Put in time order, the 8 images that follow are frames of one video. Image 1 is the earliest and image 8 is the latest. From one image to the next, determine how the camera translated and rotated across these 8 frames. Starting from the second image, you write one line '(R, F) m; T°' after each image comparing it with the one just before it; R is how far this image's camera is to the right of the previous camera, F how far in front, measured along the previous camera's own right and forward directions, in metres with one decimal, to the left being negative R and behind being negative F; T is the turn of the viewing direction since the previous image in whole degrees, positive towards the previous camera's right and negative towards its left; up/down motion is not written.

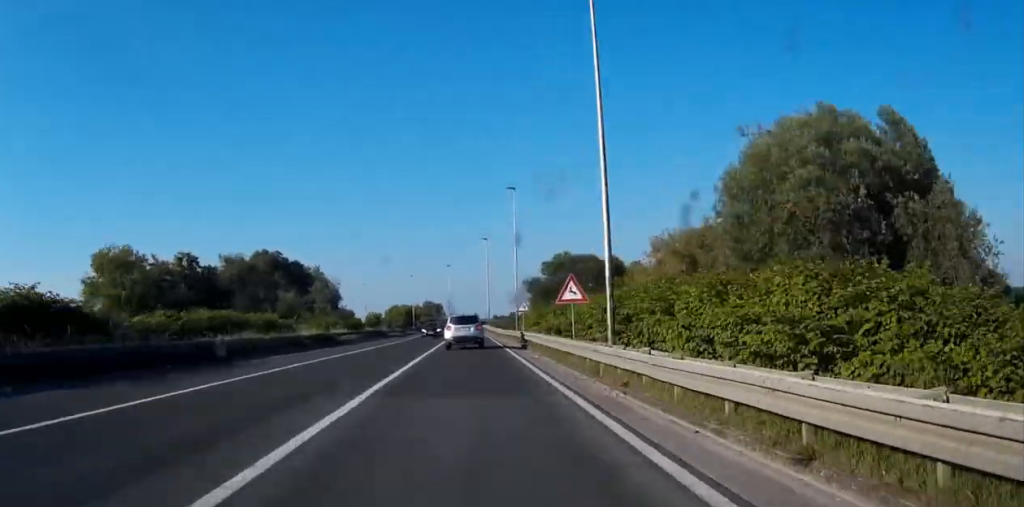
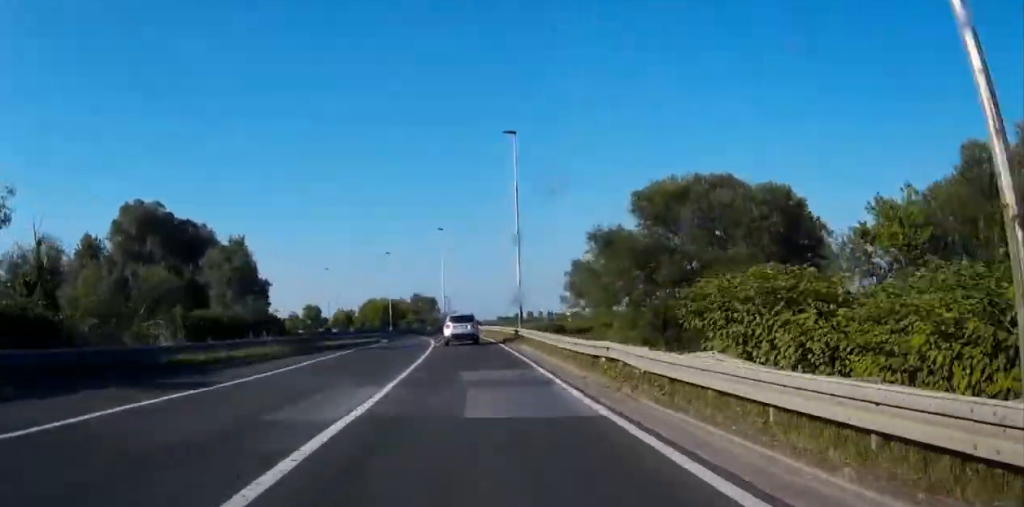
(-0.4, +60.1) m; -4°
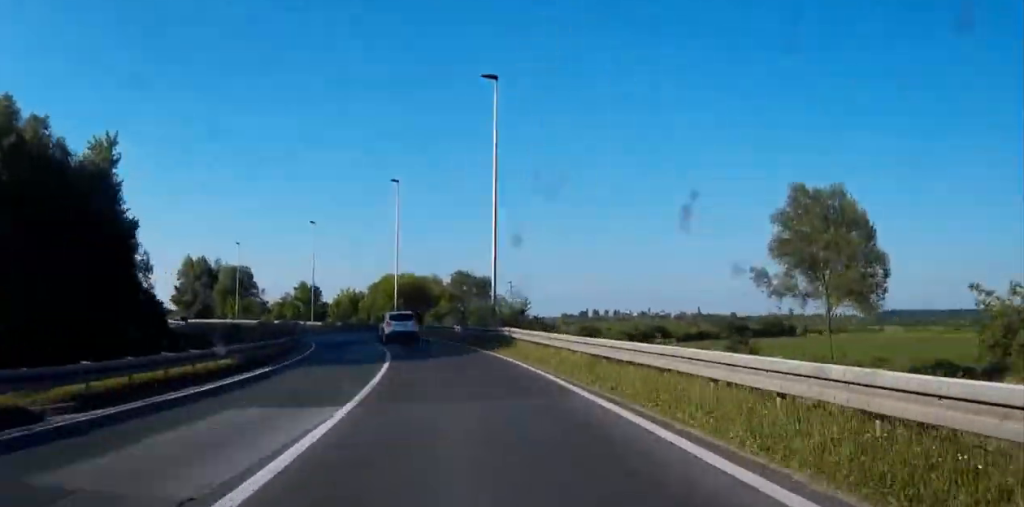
(-3.1, +55.9) m; -11°
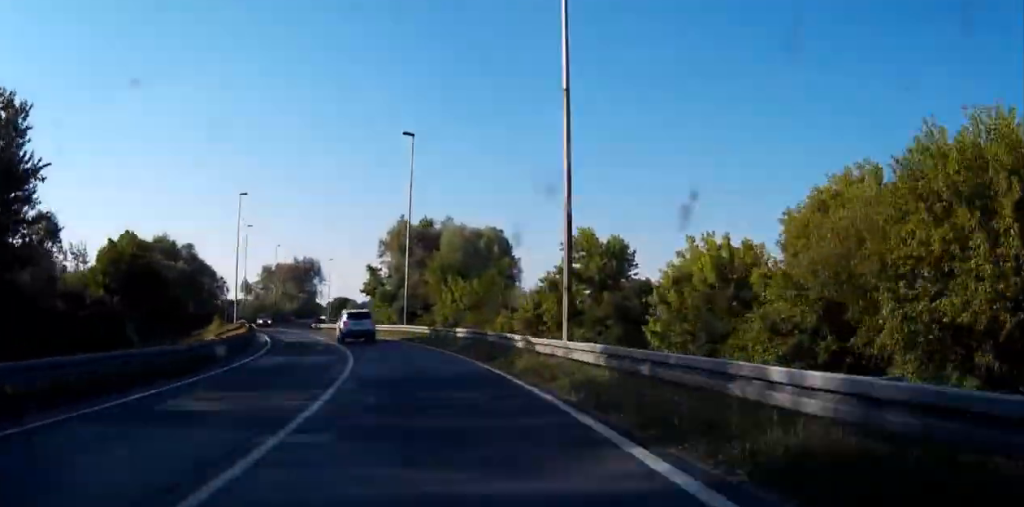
(-11.8, +66.7) m; -19°
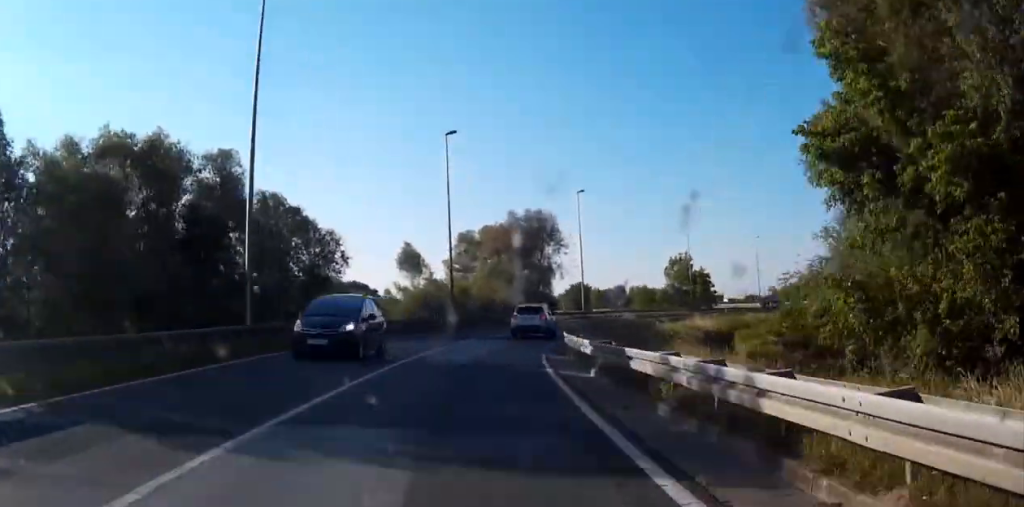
(-9.5, +68.9) m; -2°
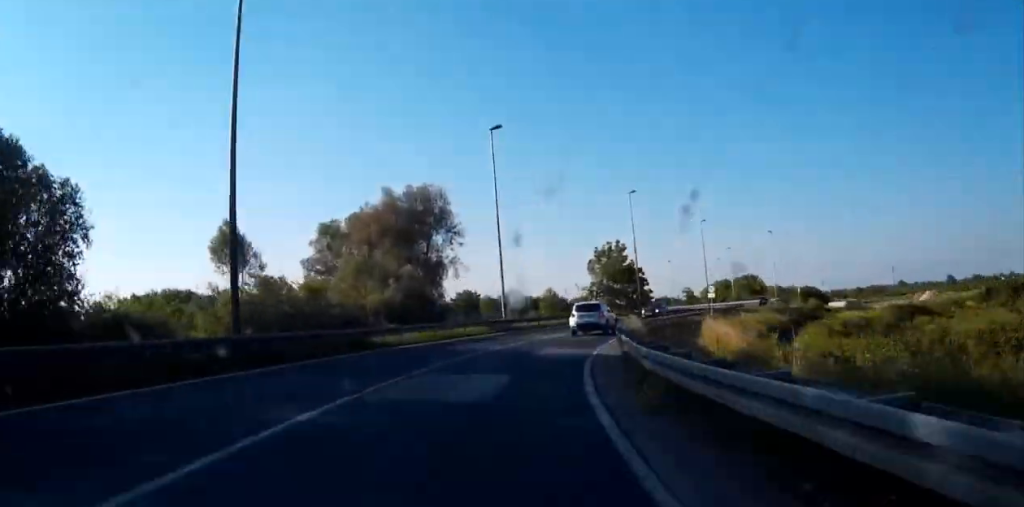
(+2.5, +24.4) m; +8°
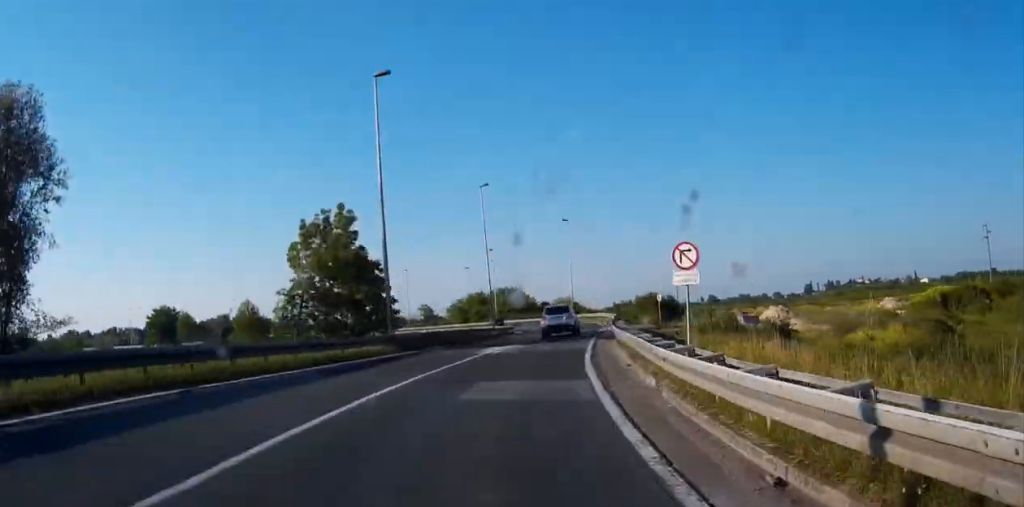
(+9.5, +52.4) m; +14°
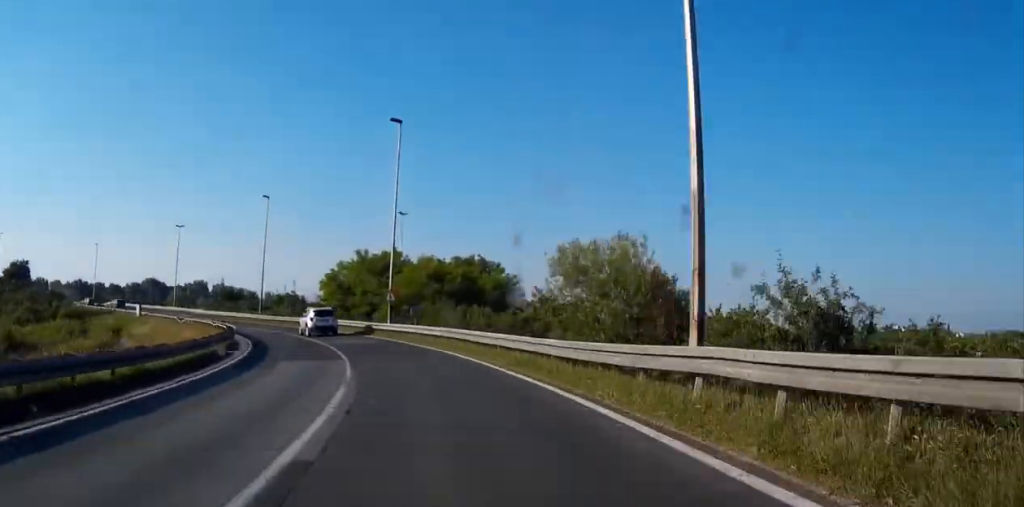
(+0.5, +78.0) m; -16°
